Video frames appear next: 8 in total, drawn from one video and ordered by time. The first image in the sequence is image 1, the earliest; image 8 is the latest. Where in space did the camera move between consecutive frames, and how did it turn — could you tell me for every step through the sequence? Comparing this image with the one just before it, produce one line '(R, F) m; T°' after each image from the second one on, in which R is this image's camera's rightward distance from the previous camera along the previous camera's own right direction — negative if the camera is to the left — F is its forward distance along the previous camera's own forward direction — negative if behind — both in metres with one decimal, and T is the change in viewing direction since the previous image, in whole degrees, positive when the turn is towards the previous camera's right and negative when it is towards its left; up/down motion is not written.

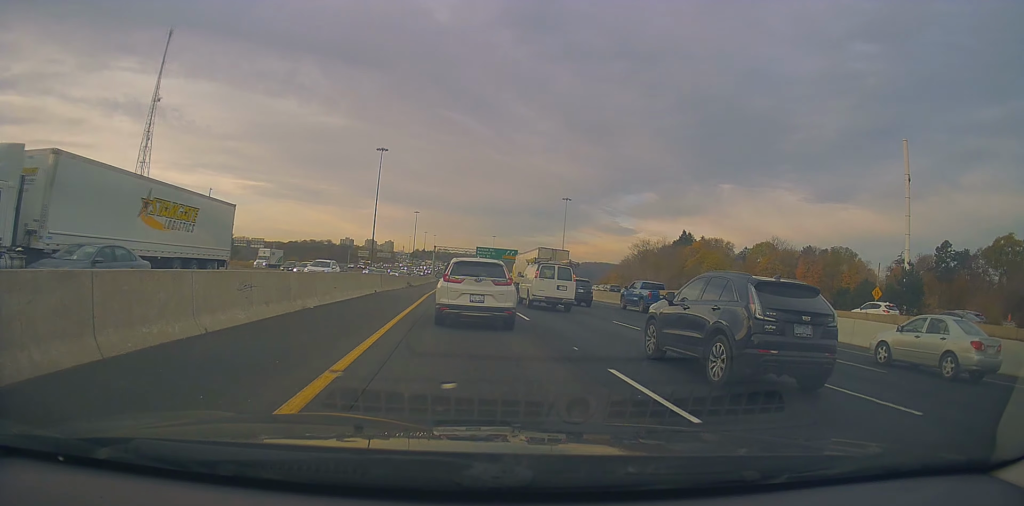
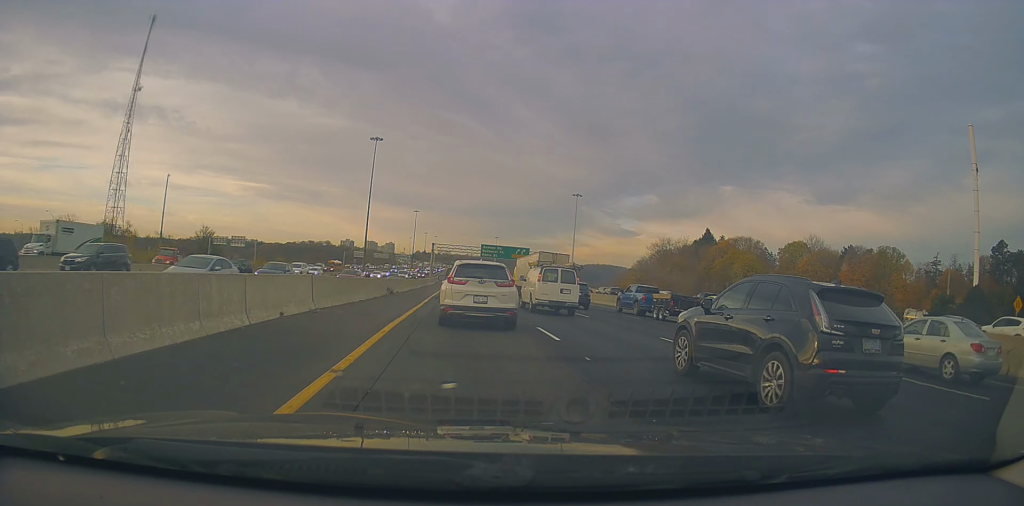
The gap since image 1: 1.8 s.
(-0.2, +17.1) m; -3°
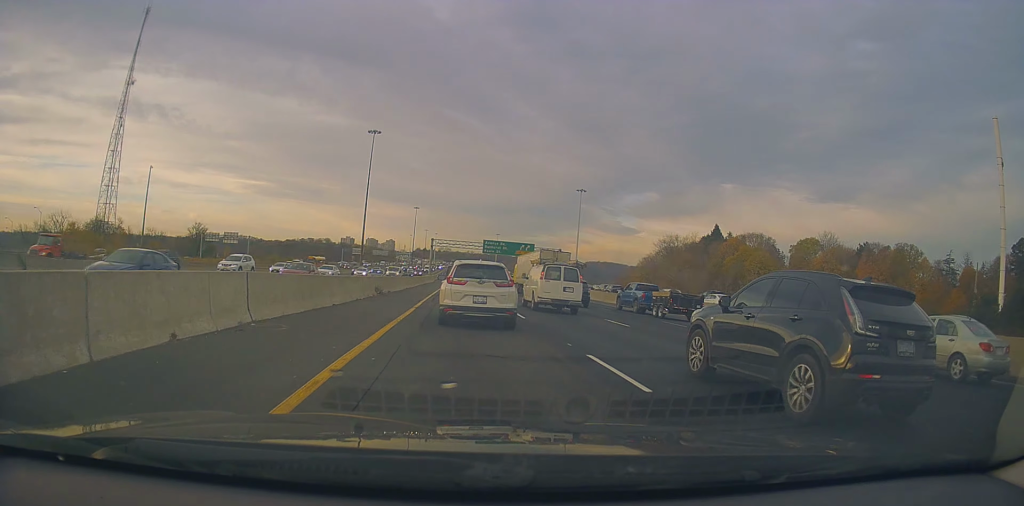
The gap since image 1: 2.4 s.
(-0.2, +5.5) m; -1°
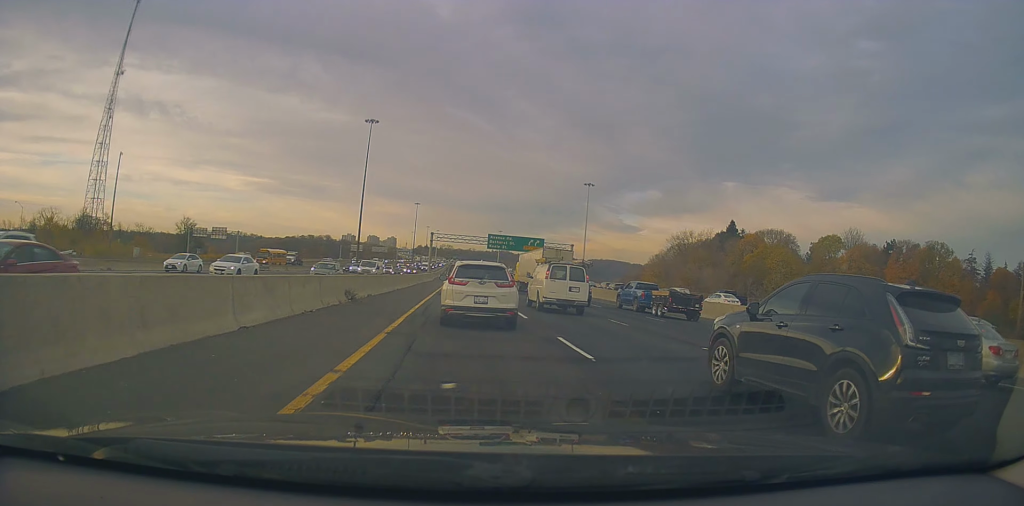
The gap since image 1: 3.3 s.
(+0.2, +8.4) m; +3°
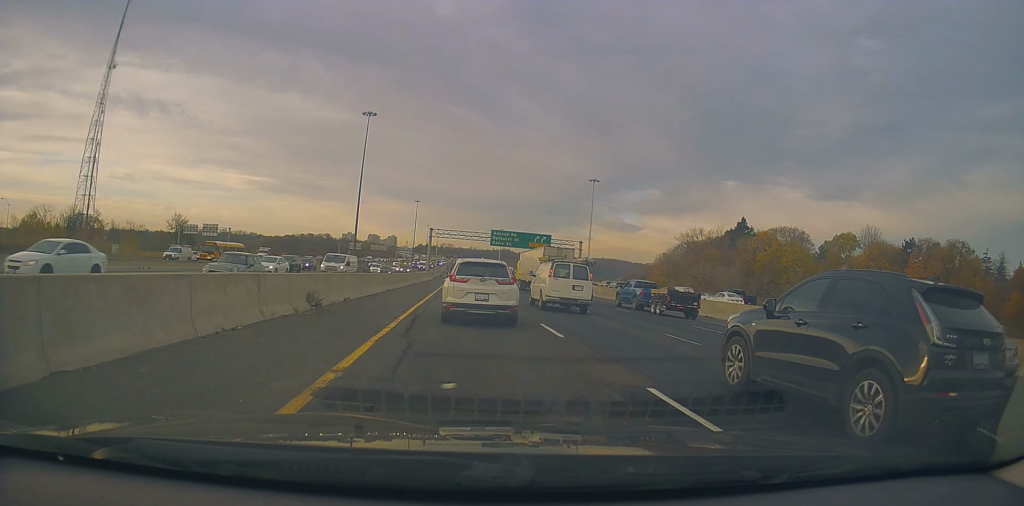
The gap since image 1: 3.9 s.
(+0.2, +6.3) m; 0°
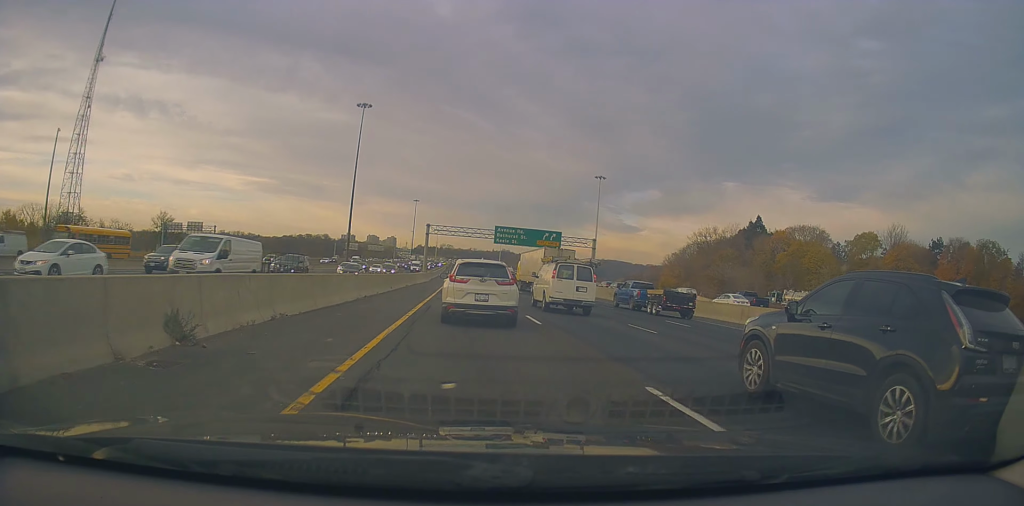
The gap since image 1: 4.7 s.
(0.0, +8.6) m; 0°
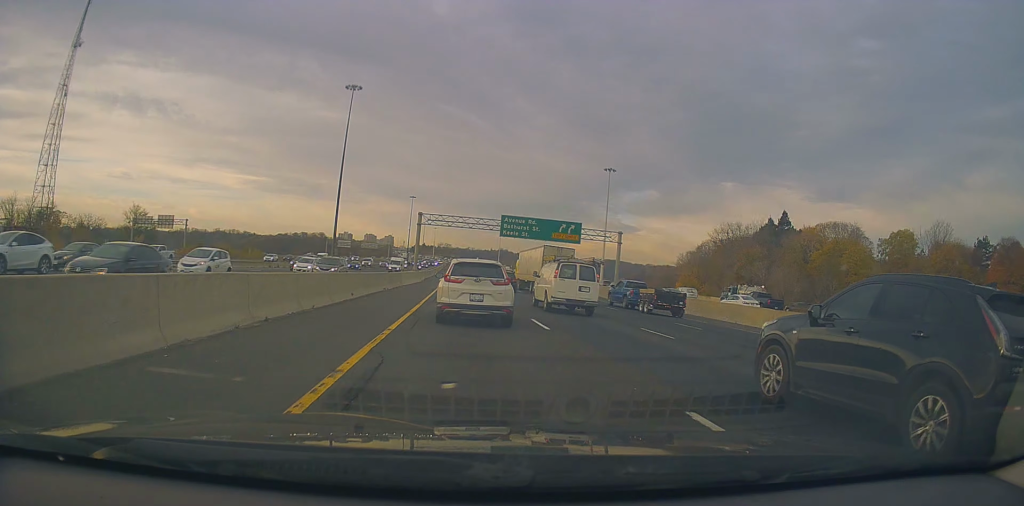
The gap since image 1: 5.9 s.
(0.0, +13.5) m; -2°
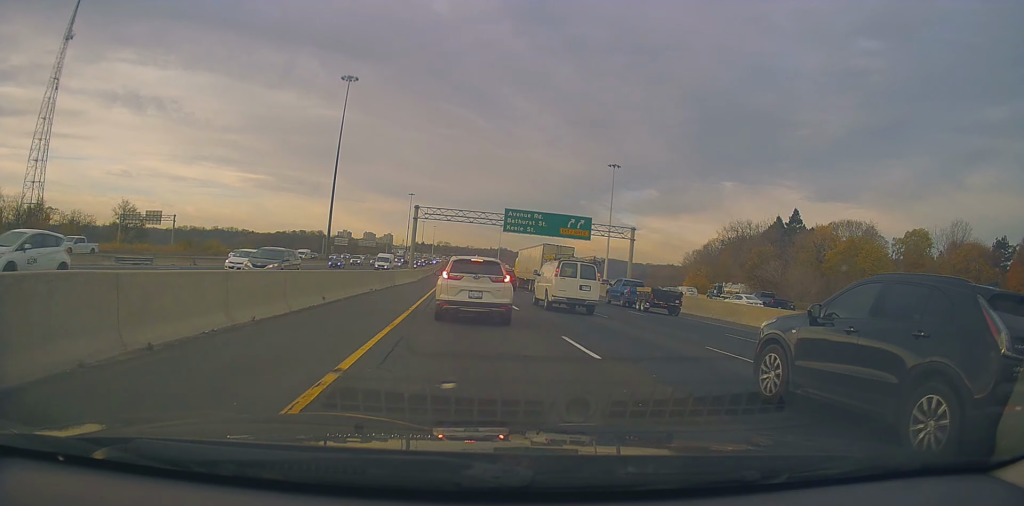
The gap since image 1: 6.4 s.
(+0.1, +5.1) m; -1°
